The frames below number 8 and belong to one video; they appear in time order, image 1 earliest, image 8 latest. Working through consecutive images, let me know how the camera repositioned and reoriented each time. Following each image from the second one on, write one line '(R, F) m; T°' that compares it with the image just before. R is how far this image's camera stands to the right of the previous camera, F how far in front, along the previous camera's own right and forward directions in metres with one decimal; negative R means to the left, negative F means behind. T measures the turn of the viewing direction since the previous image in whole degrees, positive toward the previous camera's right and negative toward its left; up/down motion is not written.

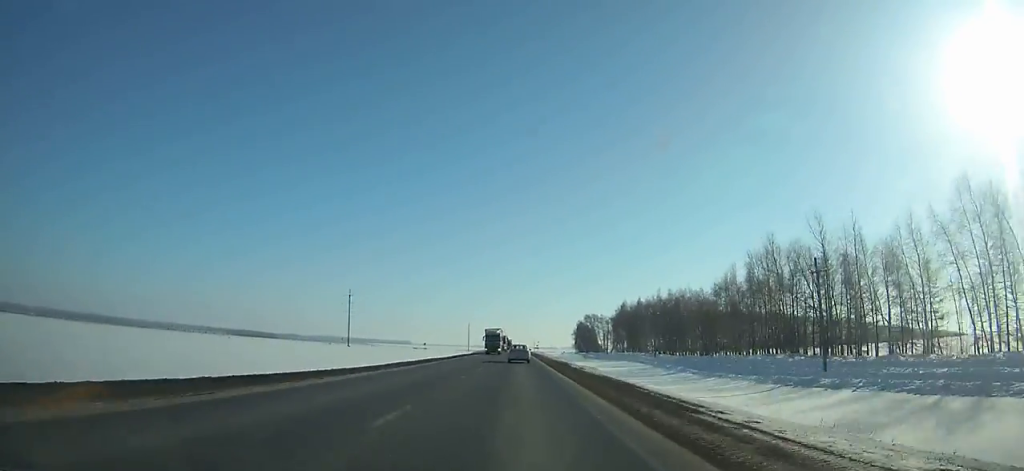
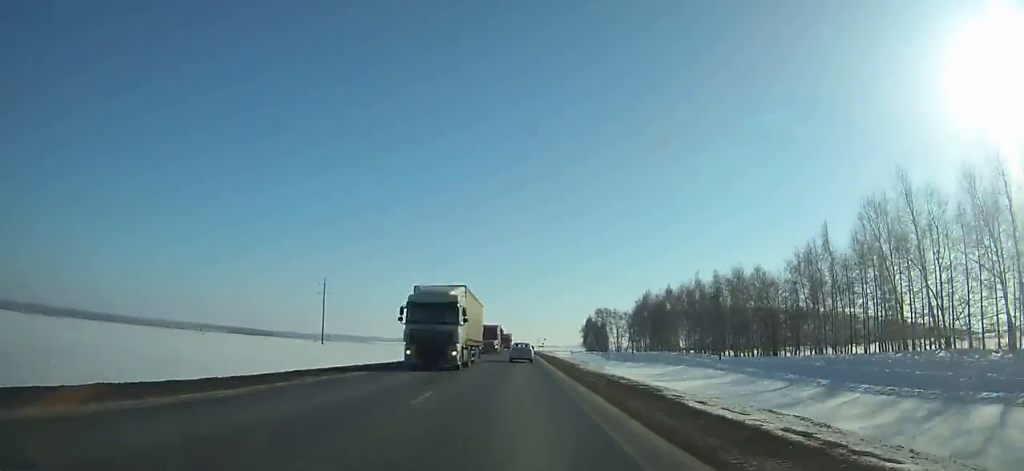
(0.0, +32.7) m; 0°
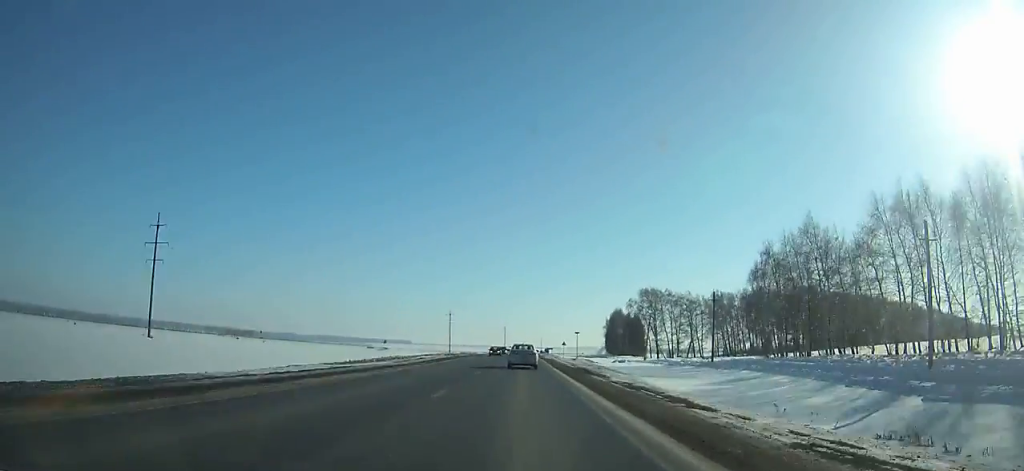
(-0.2, +93.1) m; 0°
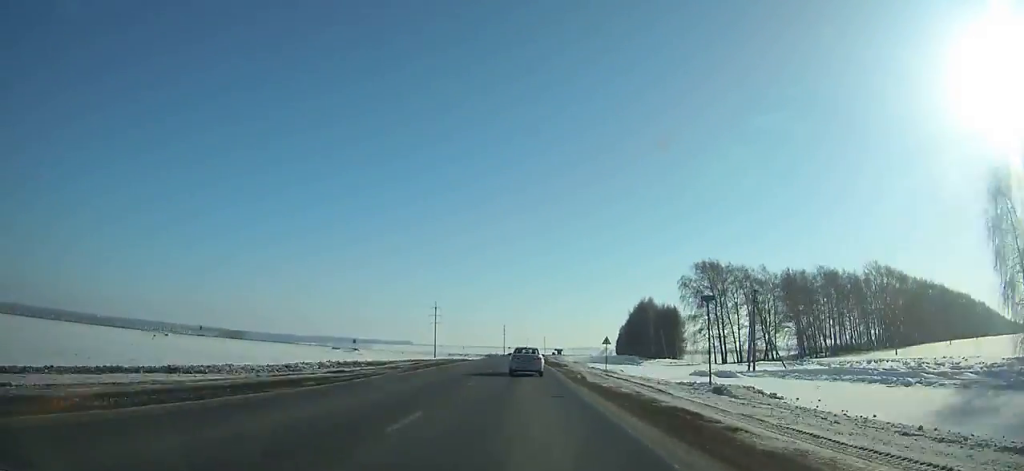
(0.0, +51.2) m; 0°
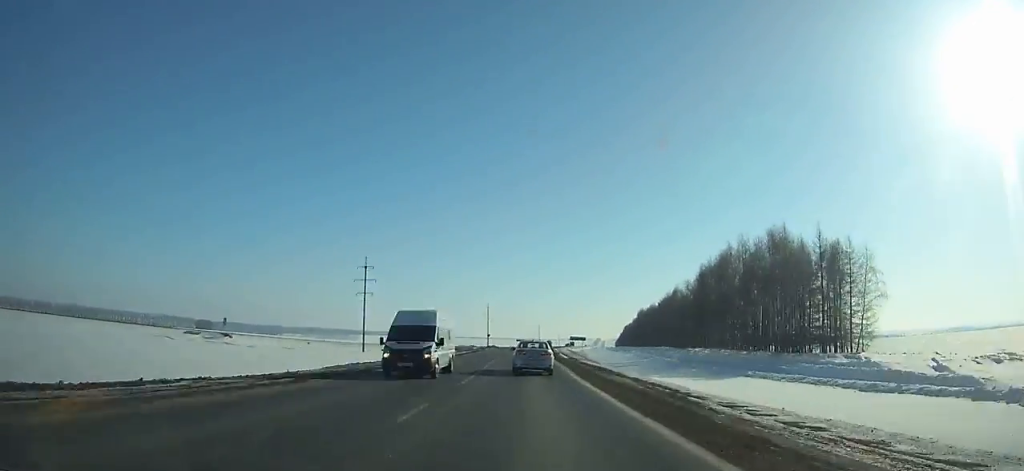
(+0.6, +91.7) m; +1°
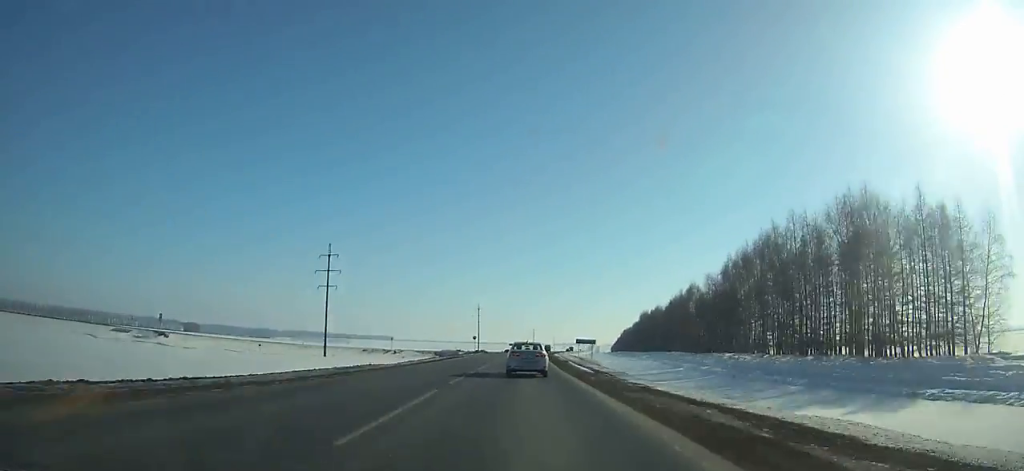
(0.0, +22.7) m; 0°
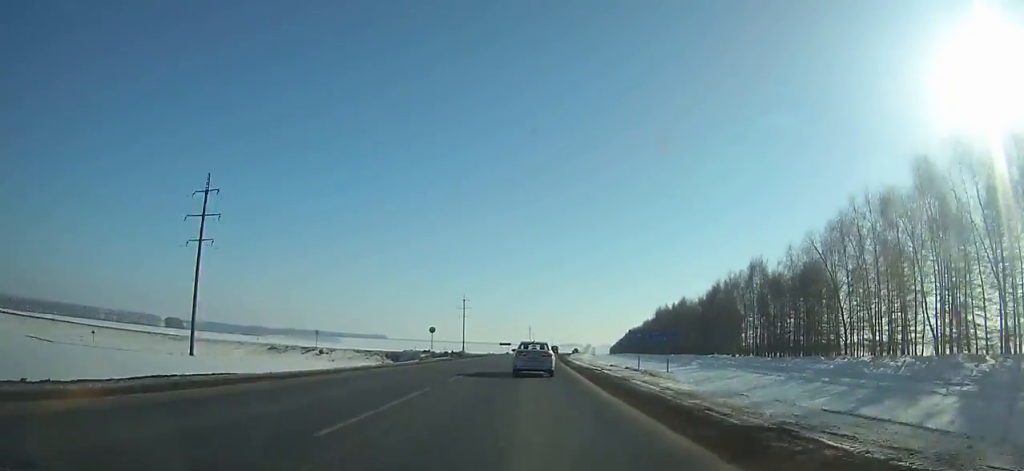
(+0.2, +46.2) m; +1°
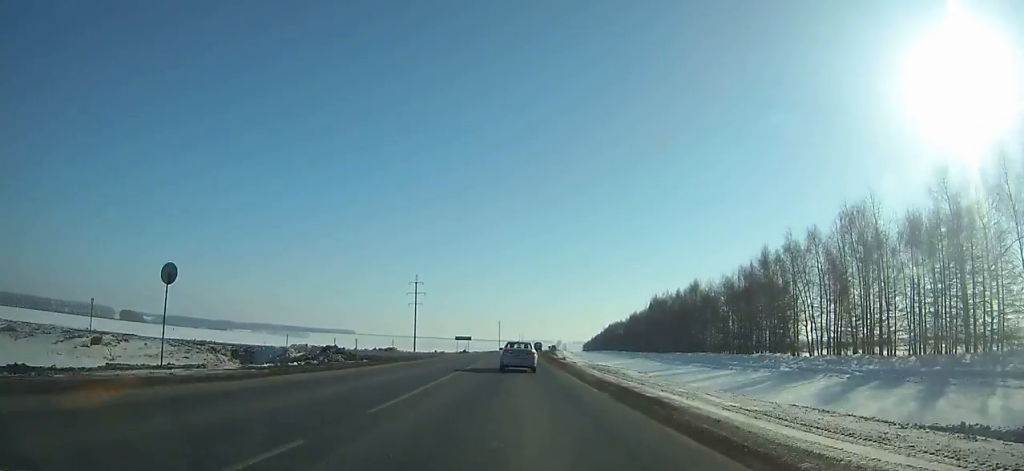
(+0.9, +45.6) m; +1°
